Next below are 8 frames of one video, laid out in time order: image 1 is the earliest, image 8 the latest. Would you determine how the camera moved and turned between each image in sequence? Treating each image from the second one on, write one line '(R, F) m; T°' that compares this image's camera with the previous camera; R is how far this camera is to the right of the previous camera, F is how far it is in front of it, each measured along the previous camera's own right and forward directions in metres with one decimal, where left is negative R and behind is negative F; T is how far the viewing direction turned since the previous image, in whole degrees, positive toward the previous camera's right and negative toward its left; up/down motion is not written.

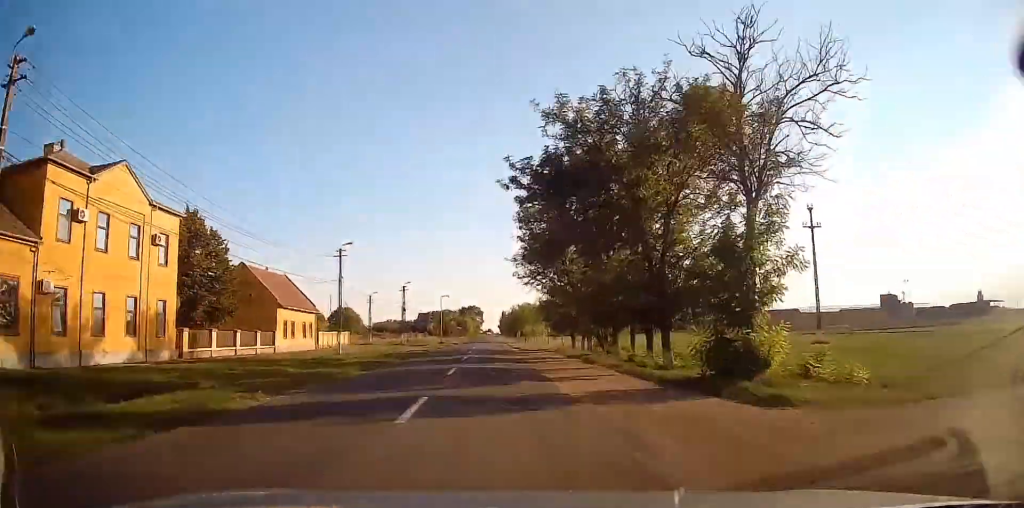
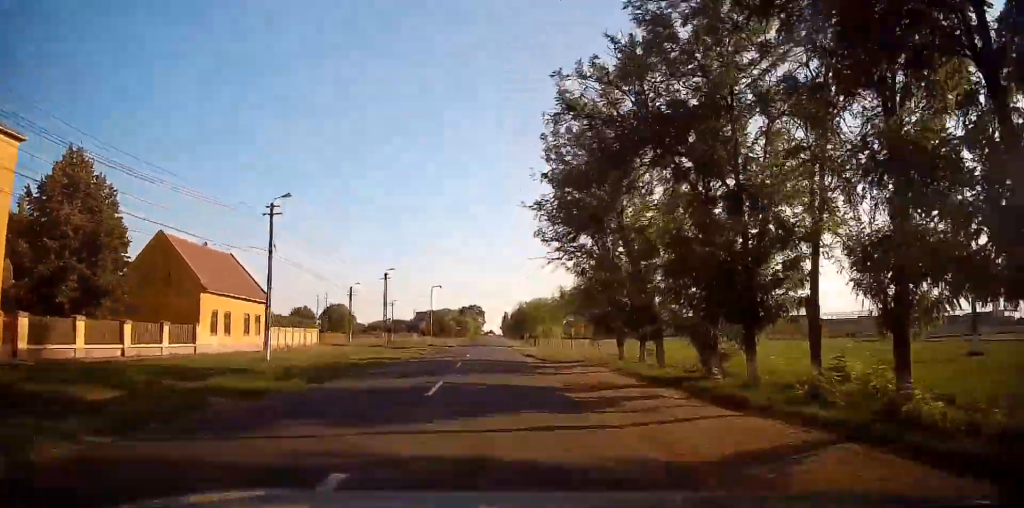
(0.0, +14.4) m; 0°
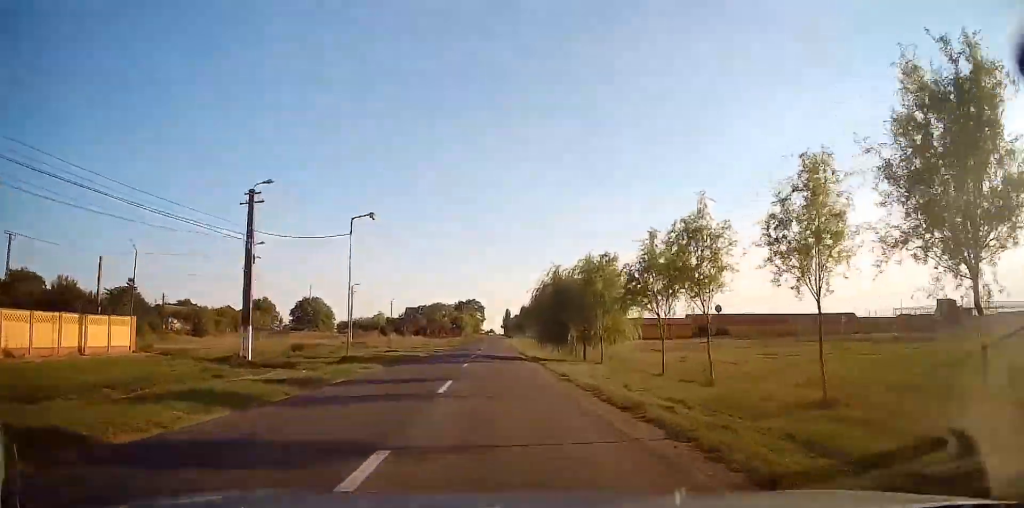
(+0.4, +34.8) m; 0°
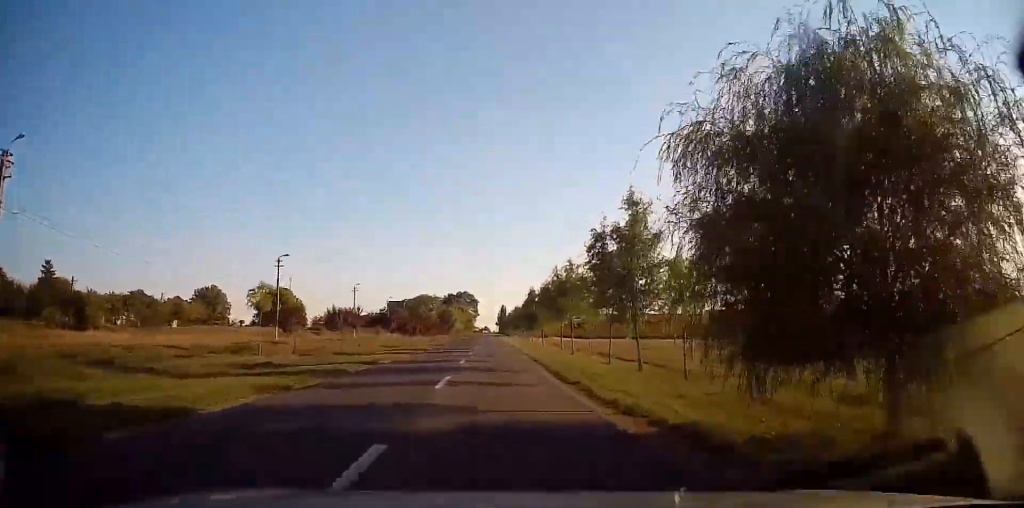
(-0.5, +27.1) m; 0°
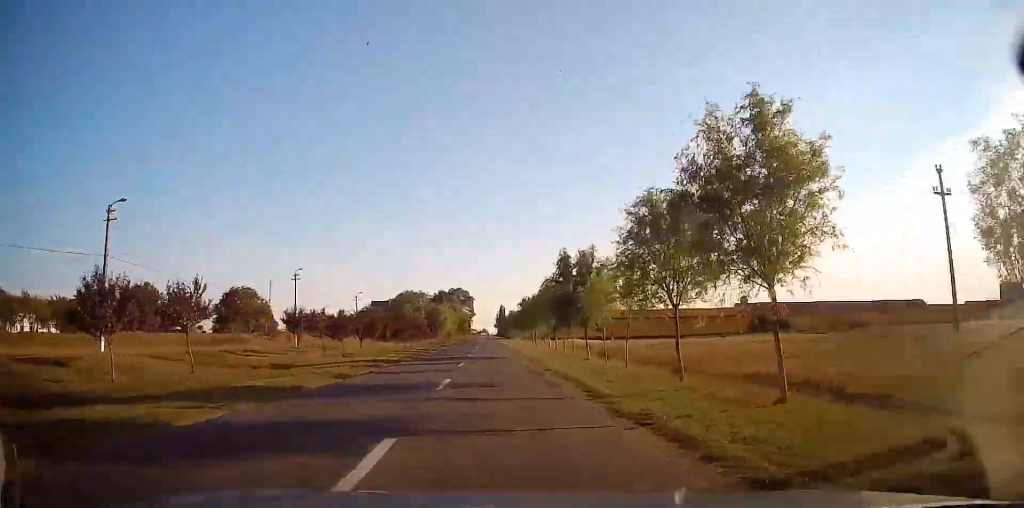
(+0.5, +26.1) m; +1°
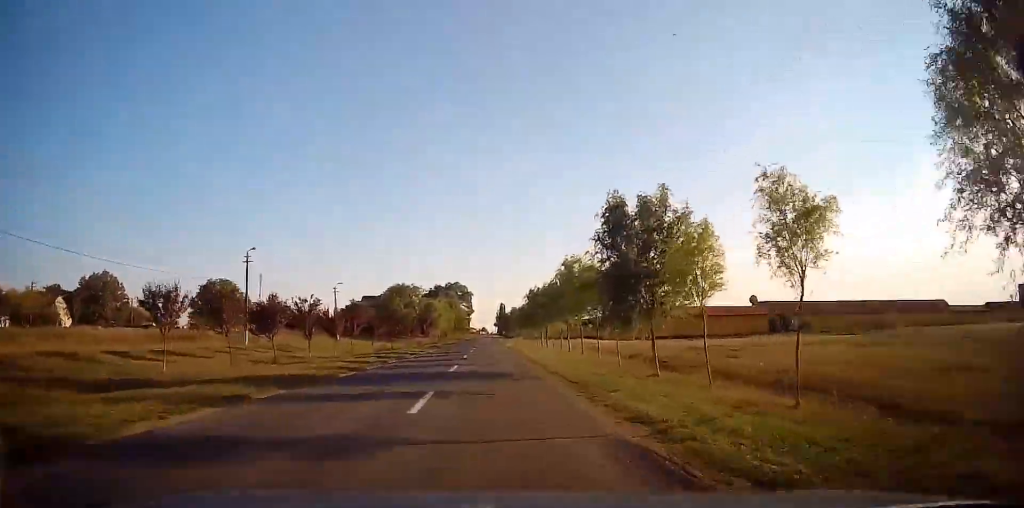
(0.0, +12.6) m; 0°
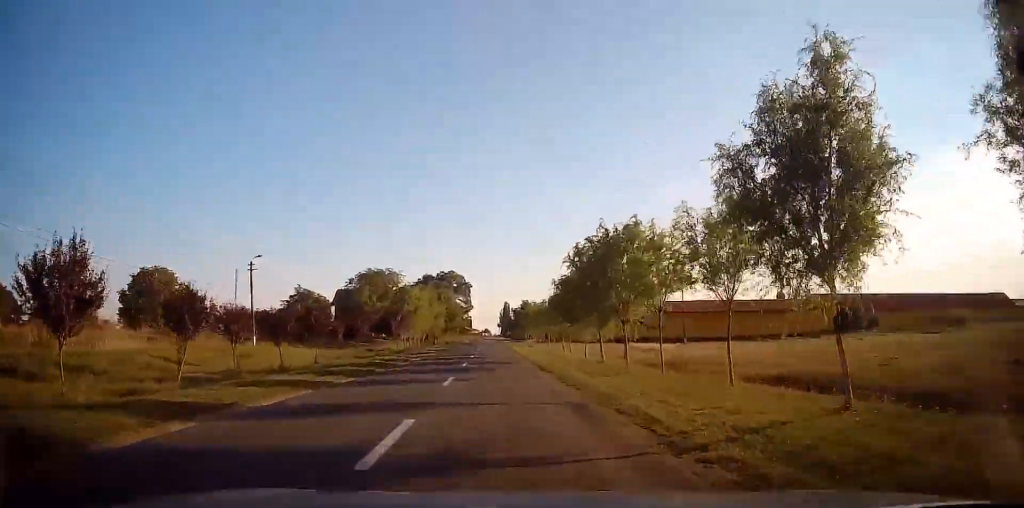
(+0.1, +29.8) m; 0°
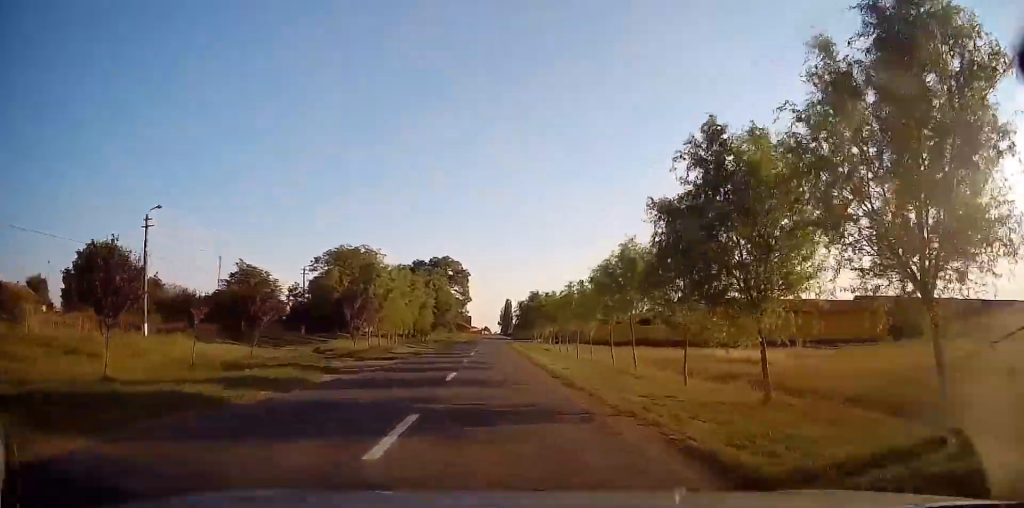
(-0.2, +17.8) m; 0°
